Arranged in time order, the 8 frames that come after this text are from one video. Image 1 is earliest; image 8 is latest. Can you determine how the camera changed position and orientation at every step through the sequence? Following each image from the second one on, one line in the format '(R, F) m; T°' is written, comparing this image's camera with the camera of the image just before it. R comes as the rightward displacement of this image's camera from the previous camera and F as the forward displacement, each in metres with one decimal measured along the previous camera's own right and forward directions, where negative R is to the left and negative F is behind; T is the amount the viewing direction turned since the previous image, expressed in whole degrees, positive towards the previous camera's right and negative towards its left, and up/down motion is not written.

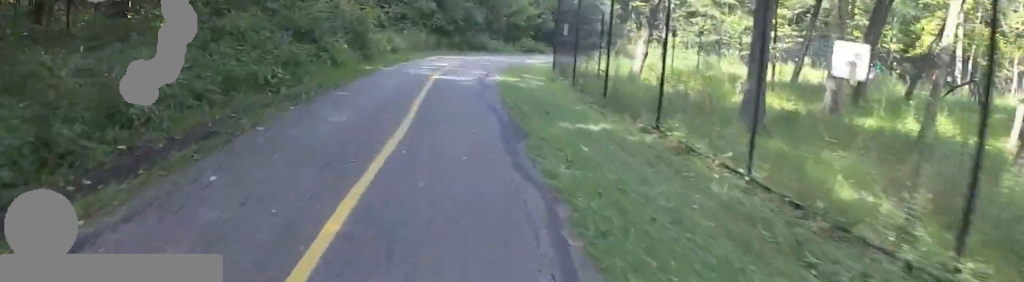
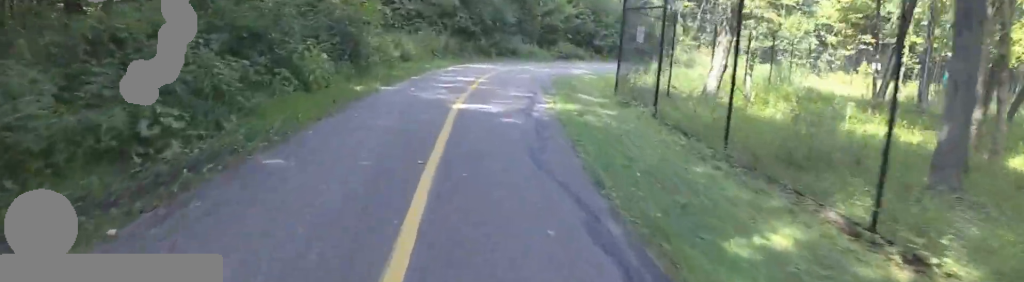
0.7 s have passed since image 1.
(0.0, +5.0) m; 0°
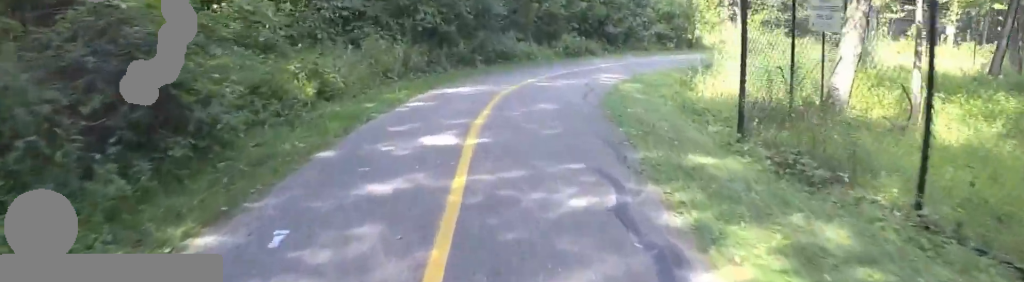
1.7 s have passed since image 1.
(+0.1, +7.6) m; +8°
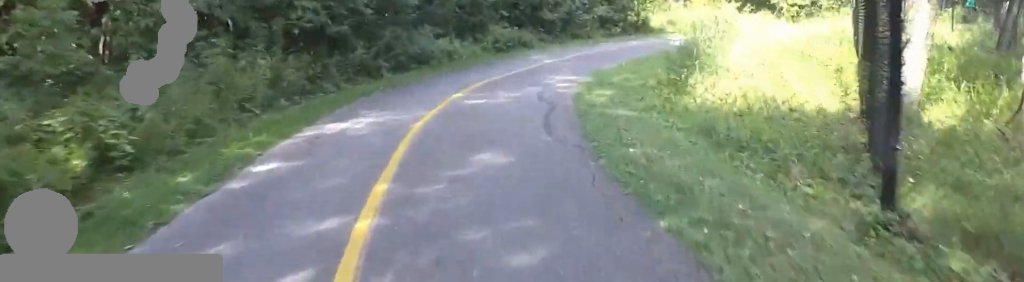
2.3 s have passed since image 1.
(+0.6, +4.4) m; 0°
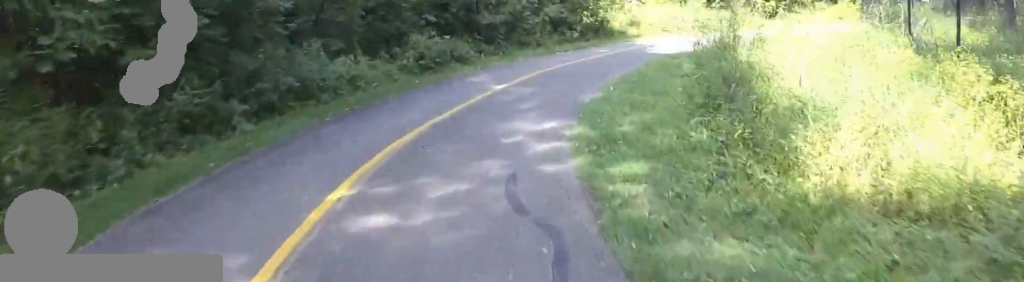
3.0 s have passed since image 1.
(+0.1, +5.9) m; +2°
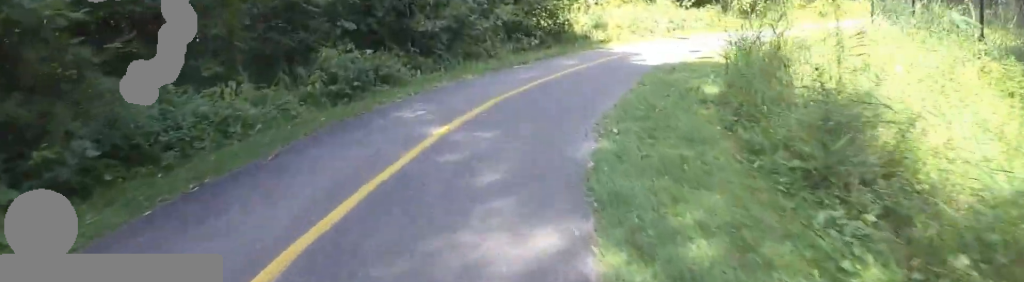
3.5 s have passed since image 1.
(-0.7, +4.4) m; +3°
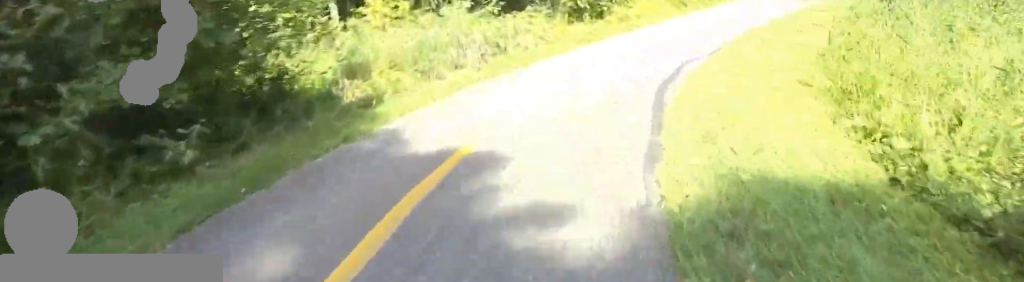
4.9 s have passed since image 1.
(+2.2, +12.2) m; +13°
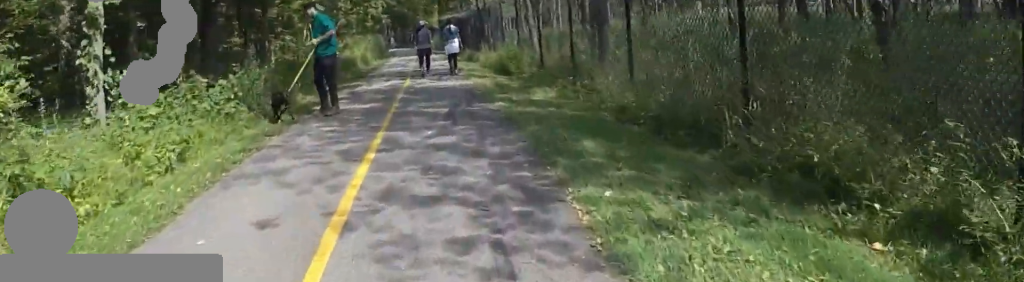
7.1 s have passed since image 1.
(+1.6, +18.9) m; +12°
